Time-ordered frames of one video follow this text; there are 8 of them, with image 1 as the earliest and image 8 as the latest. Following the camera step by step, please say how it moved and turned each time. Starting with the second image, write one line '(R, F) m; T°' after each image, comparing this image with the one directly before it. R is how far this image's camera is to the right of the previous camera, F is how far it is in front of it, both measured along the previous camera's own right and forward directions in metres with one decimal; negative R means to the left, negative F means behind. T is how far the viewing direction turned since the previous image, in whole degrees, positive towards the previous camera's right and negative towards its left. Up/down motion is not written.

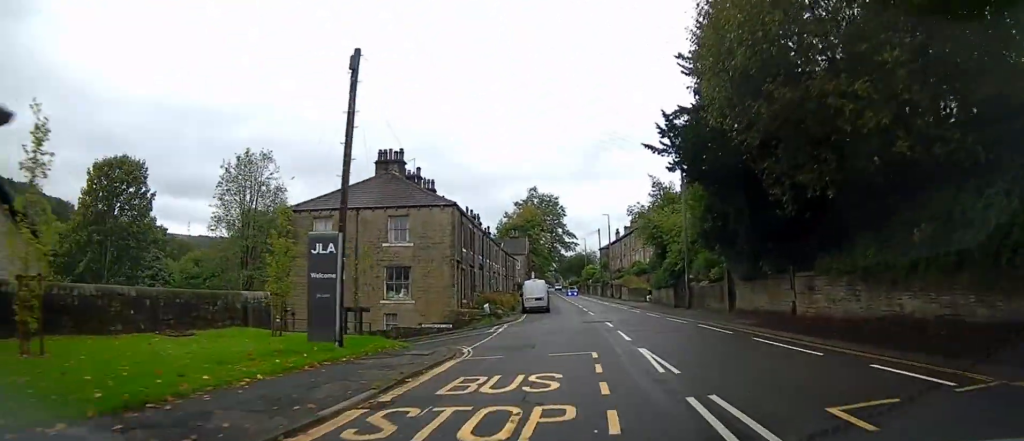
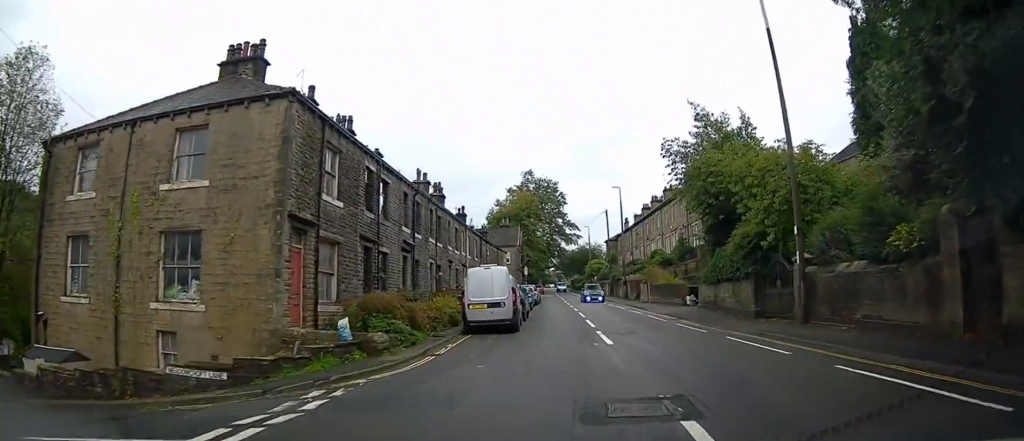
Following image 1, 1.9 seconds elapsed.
(+0.2, +17.5) m; 0°
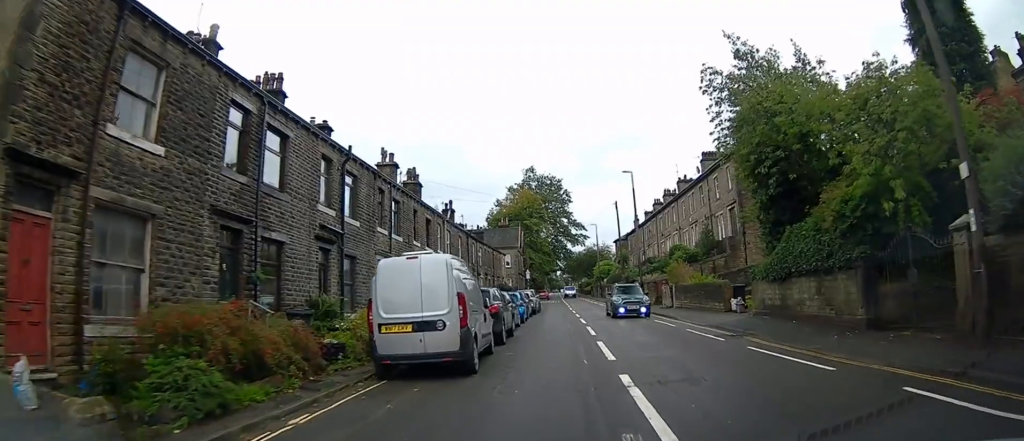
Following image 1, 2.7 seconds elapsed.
(-0.1, +7.7) m; -1°
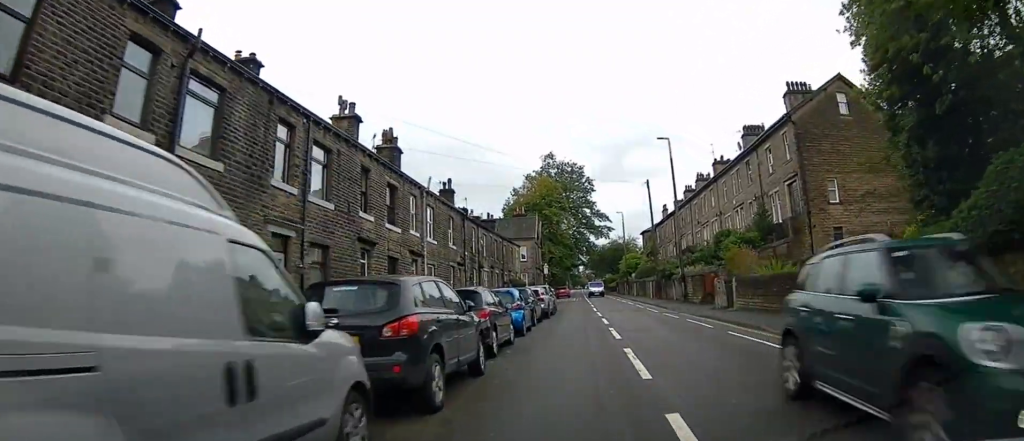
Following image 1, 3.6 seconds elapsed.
(-0.1, +8.3) m; -1°
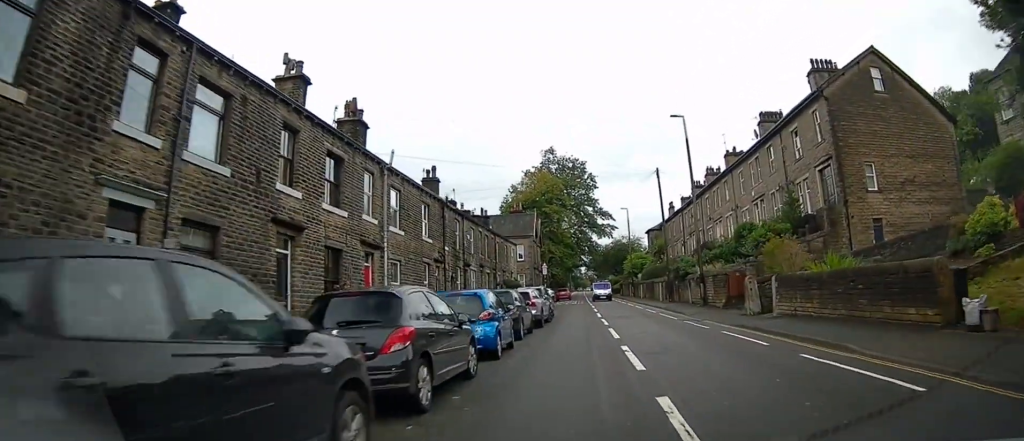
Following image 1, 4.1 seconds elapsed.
(-0.1, +4.9) m; -1°
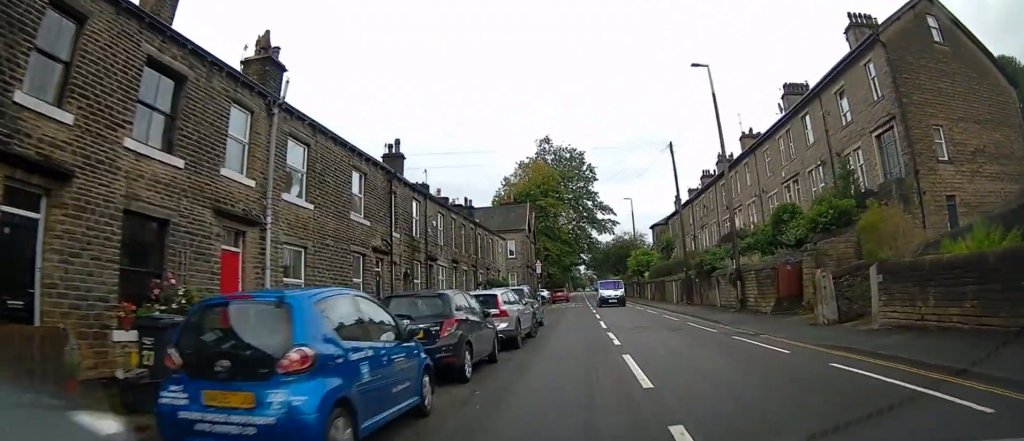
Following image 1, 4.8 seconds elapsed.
(-0.1, +7.1) m; -1°
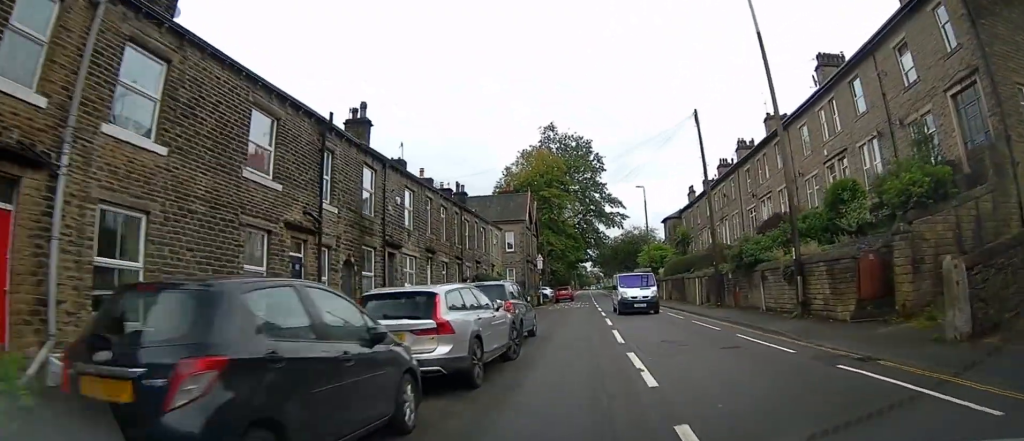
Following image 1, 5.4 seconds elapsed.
(0.0, +6.0) m; -1°
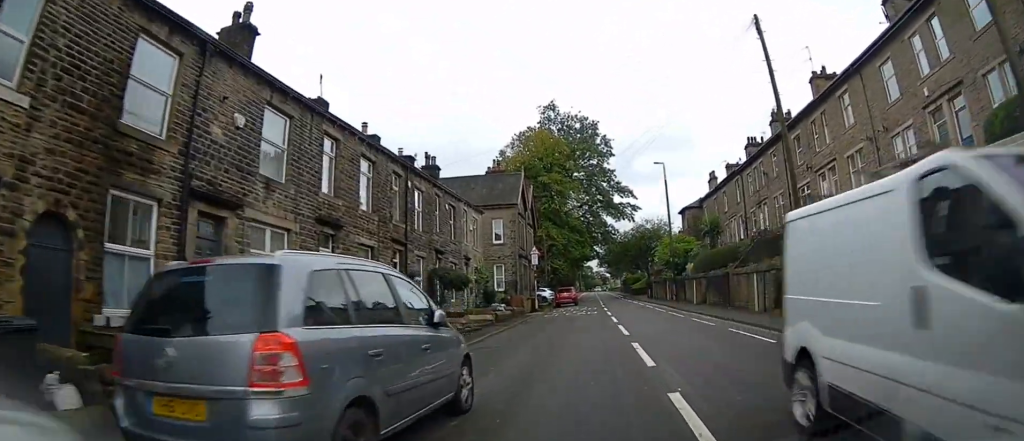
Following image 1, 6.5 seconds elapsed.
(-0.1, +10.4) m; -1°
